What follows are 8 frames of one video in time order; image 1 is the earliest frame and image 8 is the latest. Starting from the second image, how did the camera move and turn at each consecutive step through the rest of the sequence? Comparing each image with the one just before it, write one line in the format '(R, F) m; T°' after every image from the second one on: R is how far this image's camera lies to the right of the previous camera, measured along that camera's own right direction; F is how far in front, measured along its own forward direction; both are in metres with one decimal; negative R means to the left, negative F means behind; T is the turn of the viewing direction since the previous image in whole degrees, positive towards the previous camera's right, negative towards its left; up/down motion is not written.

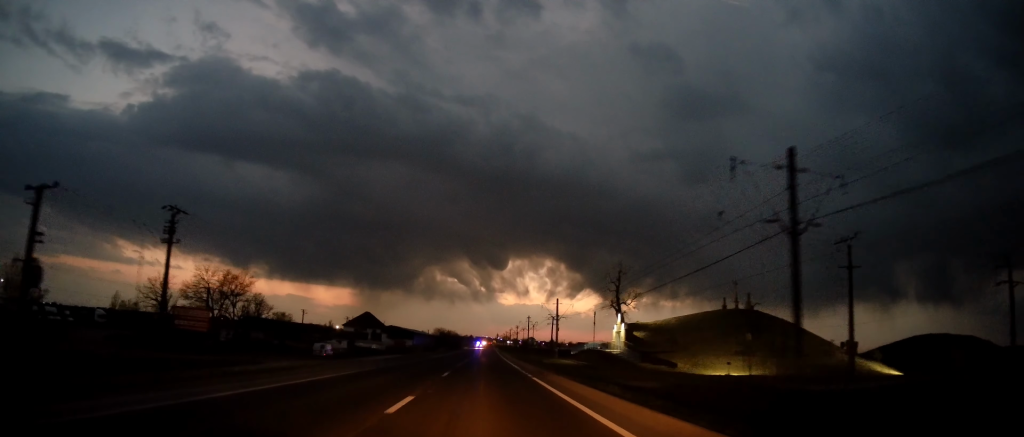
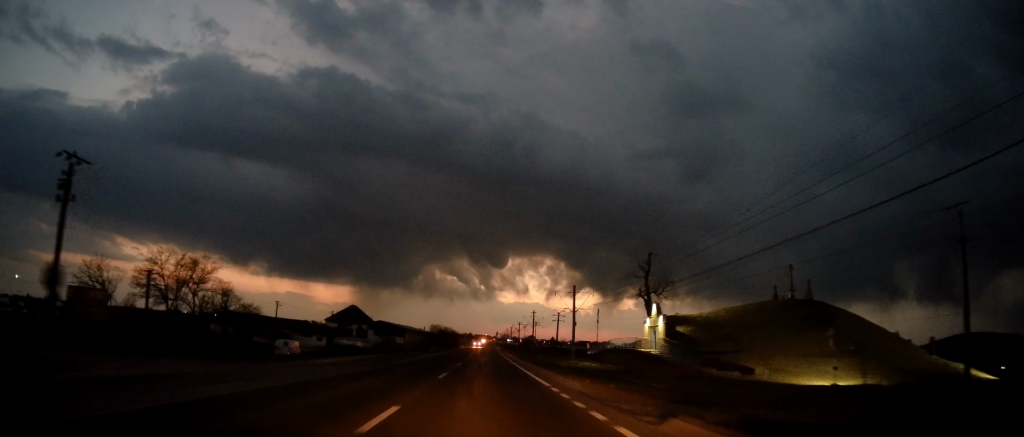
(+0.2, +14.4) m; 0°
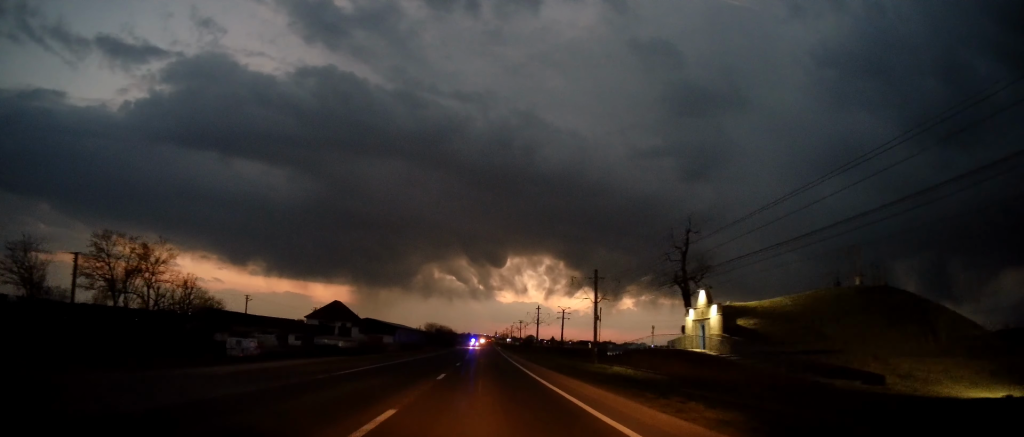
(-0.3, +12.6) m; 0°
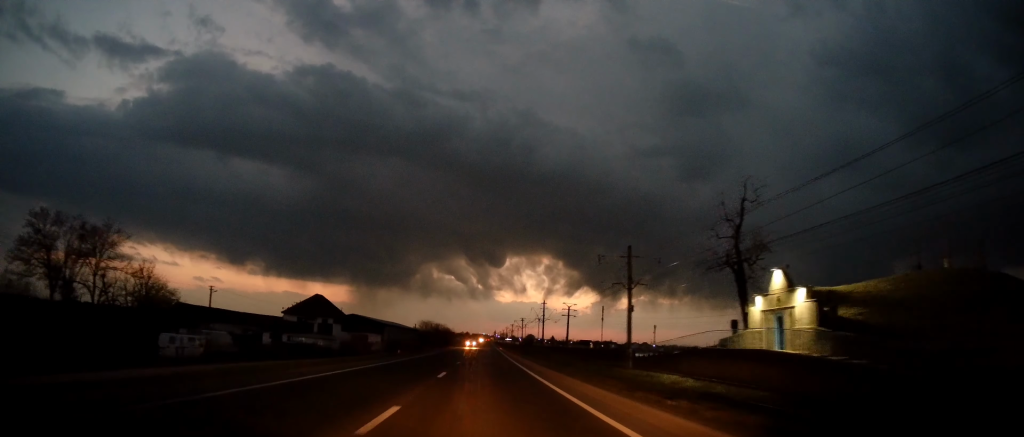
(-0.2, +11.7) m; 0°
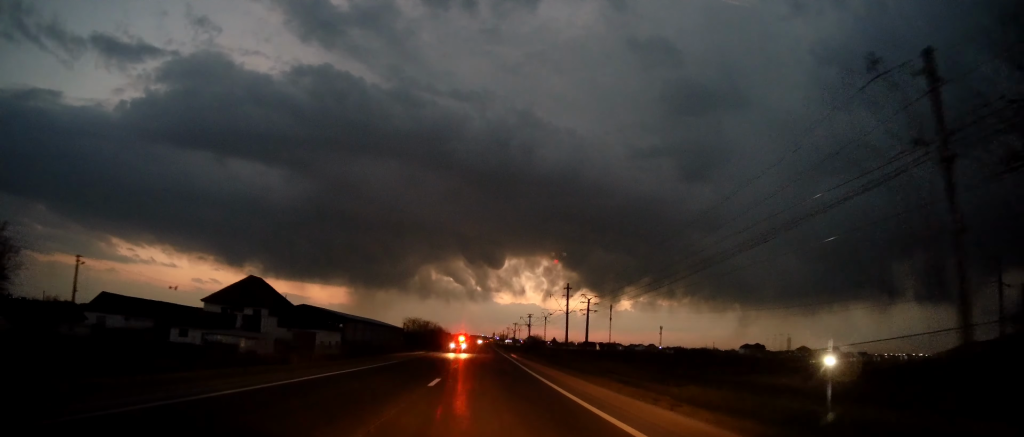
(+0.5, +28.1) m; +1°
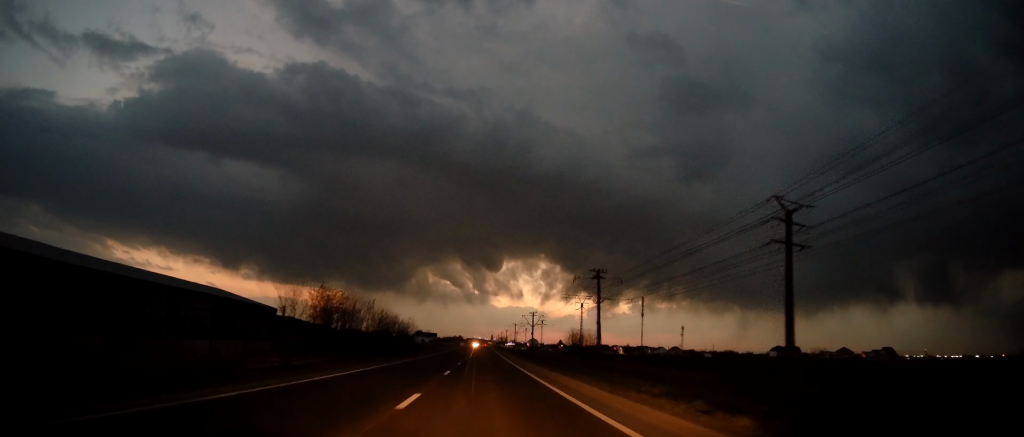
(-1.0, +77.8) m; 0°
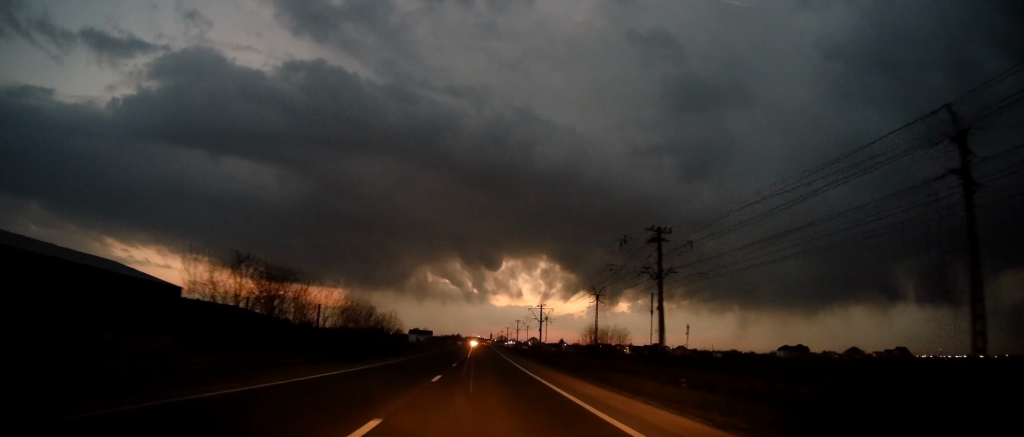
(+0.1, +17.1) m; -1°
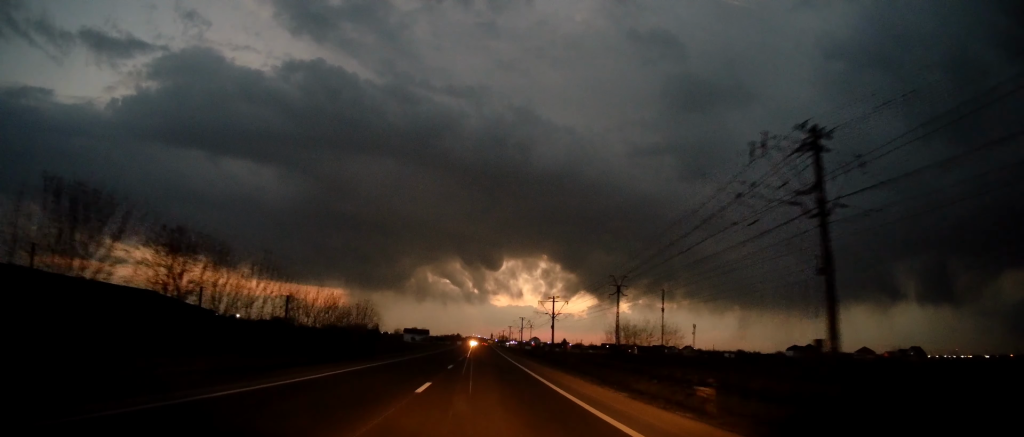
(0.0, +16.1) m; 0°
